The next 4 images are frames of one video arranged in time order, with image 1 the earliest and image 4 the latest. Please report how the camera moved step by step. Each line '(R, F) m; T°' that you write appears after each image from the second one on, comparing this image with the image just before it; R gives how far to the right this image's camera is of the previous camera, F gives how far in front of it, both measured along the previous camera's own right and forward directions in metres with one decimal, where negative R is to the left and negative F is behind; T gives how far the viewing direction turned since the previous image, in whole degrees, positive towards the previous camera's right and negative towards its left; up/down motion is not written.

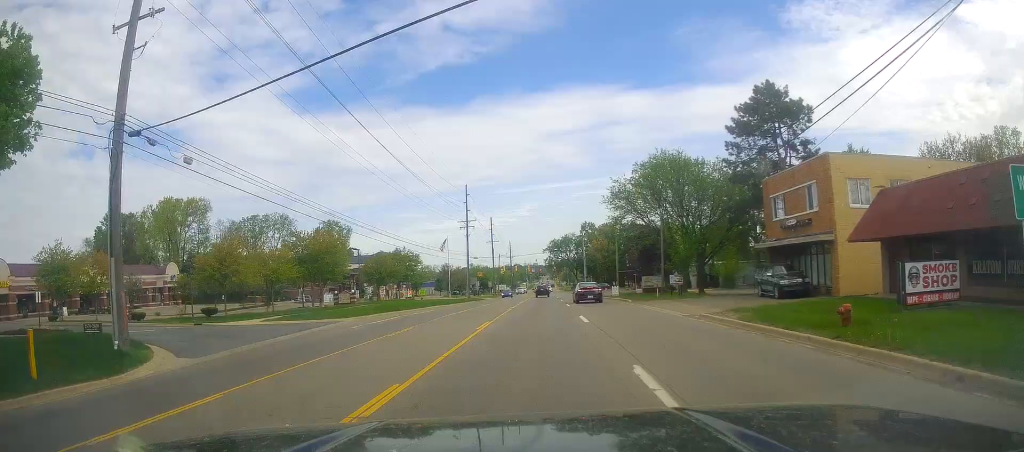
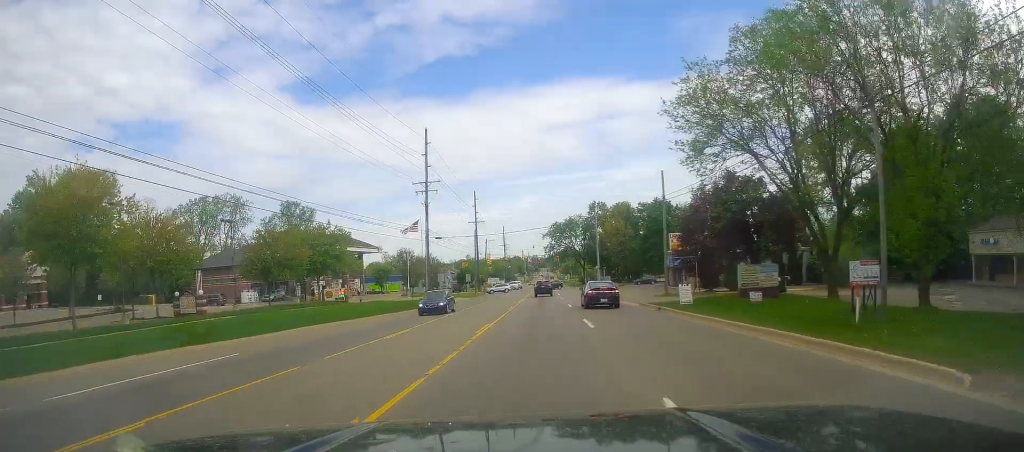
(-0.1, +33.3) m; +1°
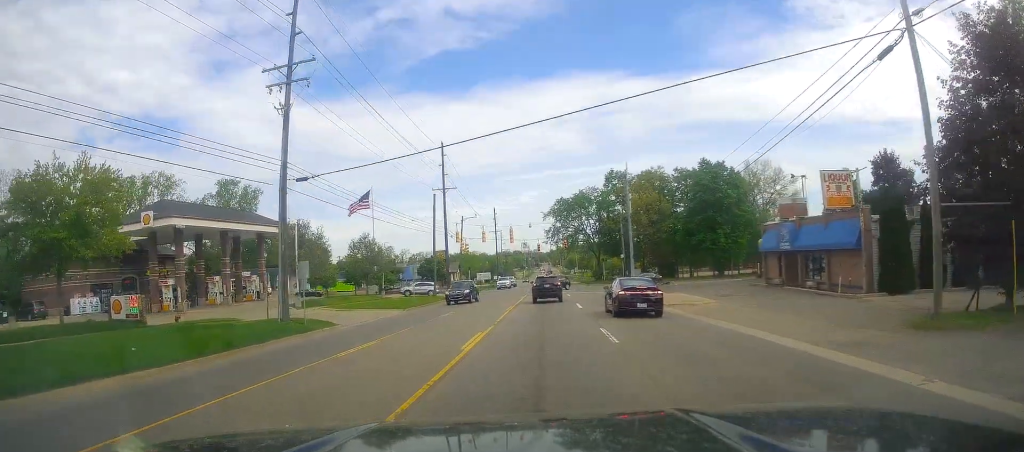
(+0.5, +36.8) m; +2°
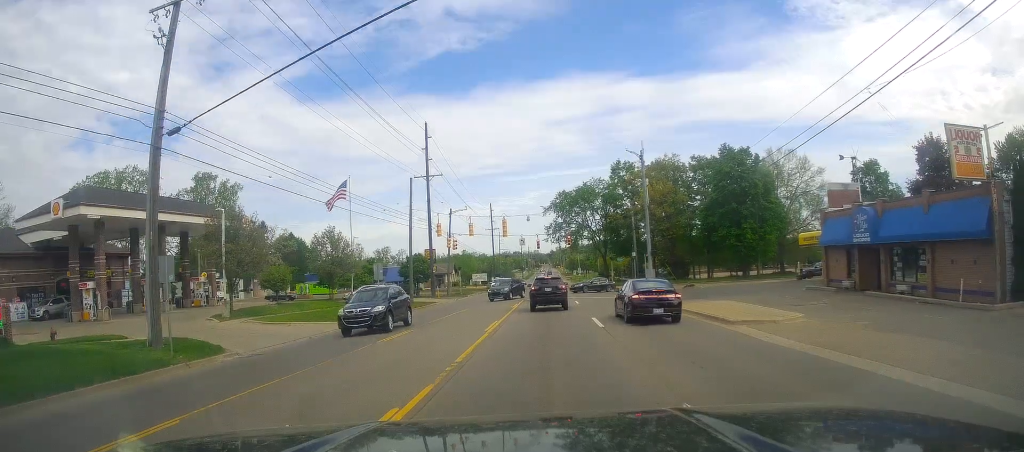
(0.0, +11.0) m; -2°
